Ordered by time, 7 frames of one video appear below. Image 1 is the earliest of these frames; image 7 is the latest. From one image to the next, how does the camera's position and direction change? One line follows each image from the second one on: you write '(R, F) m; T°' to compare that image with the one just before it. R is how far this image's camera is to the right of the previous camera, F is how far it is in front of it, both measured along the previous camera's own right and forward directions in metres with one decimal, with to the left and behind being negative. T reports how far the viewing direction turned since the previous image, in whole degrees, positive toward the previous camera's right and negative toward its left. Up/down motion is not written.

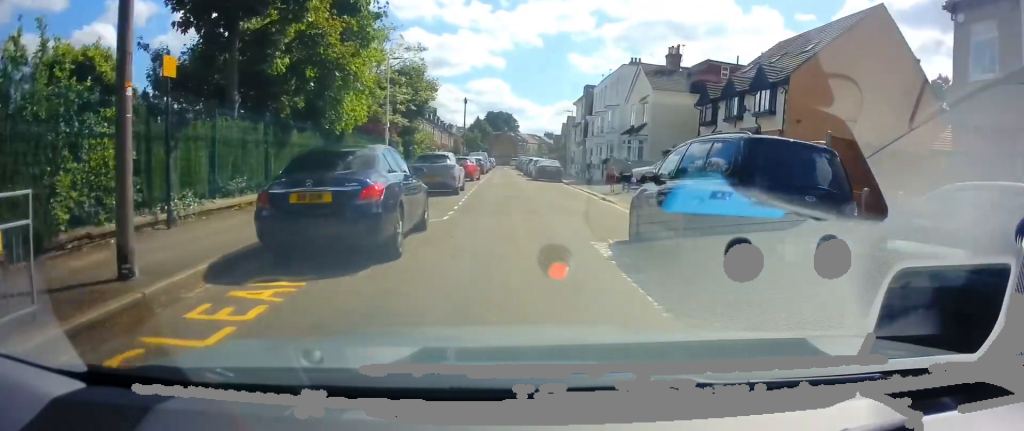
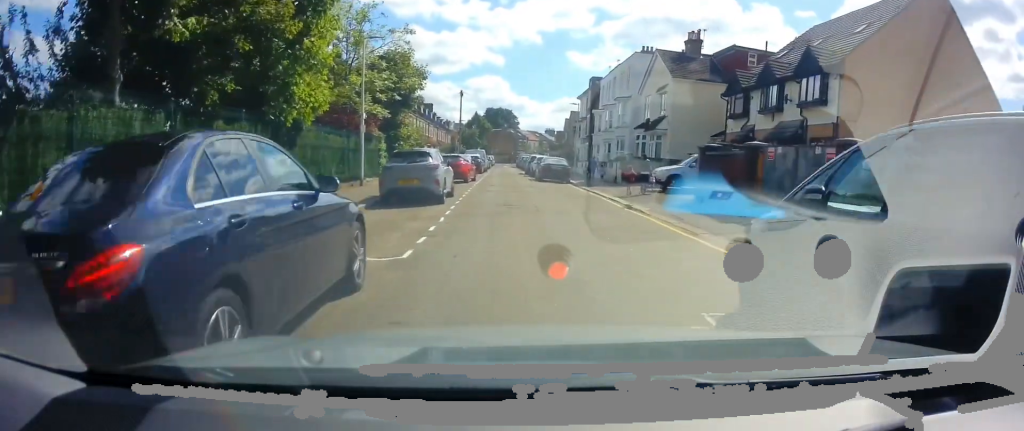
(0.0, +4.7) m; 0°
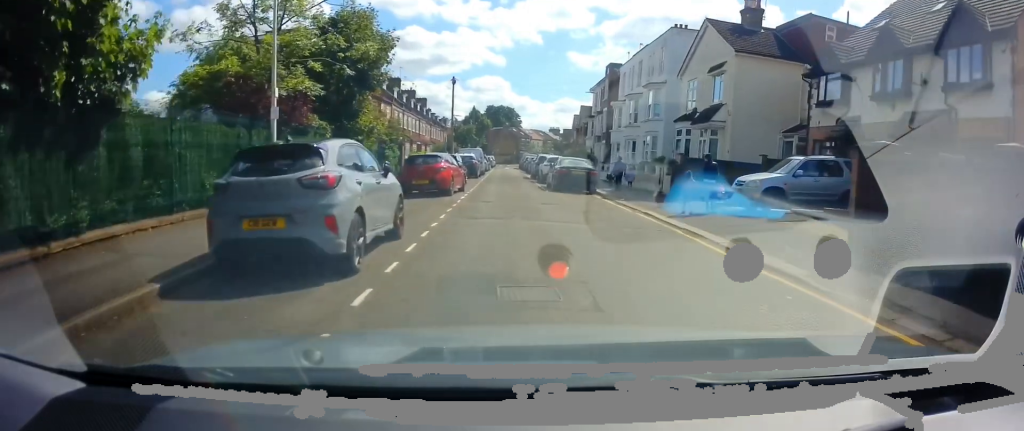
(0.0, +9.4) m; -1°
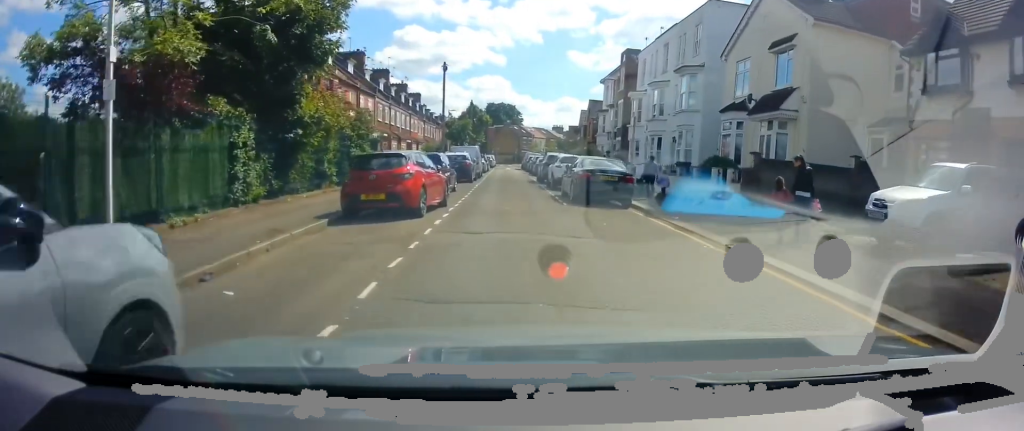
(-0.1, +6.6) m; +3°
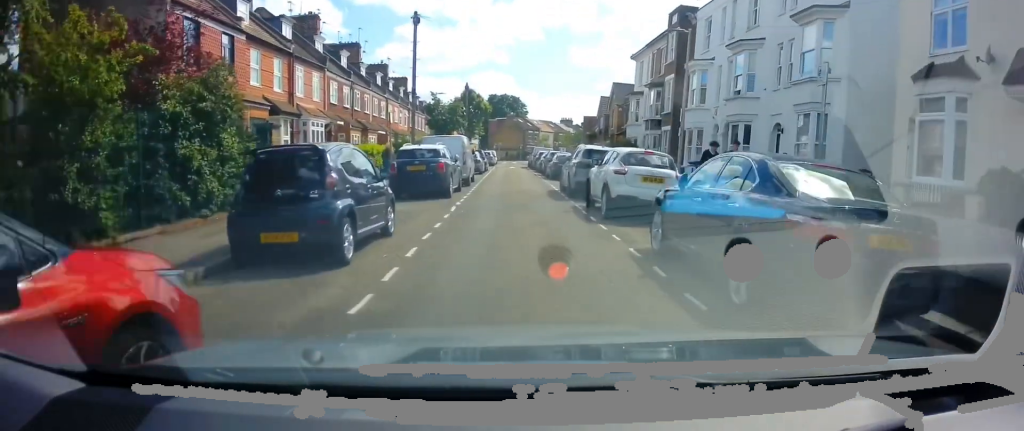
(-0.1, +12.7) m; -4°
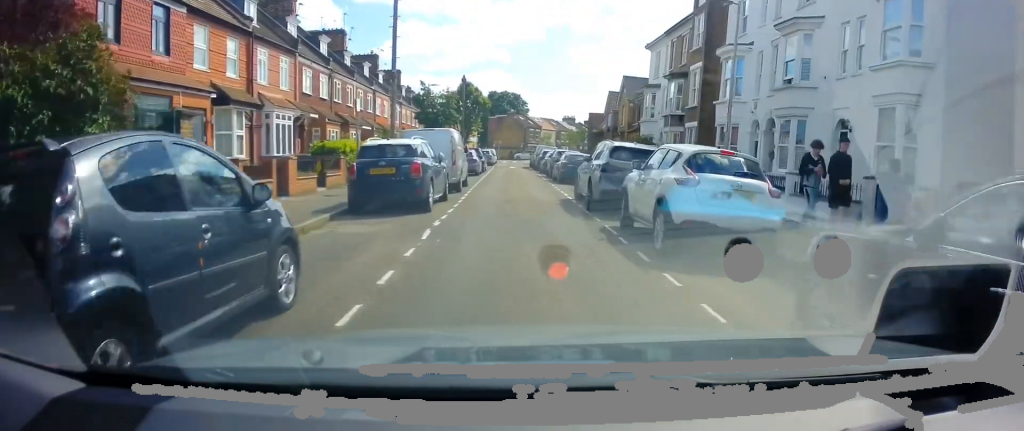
(0.0, +4.6) m; +1°
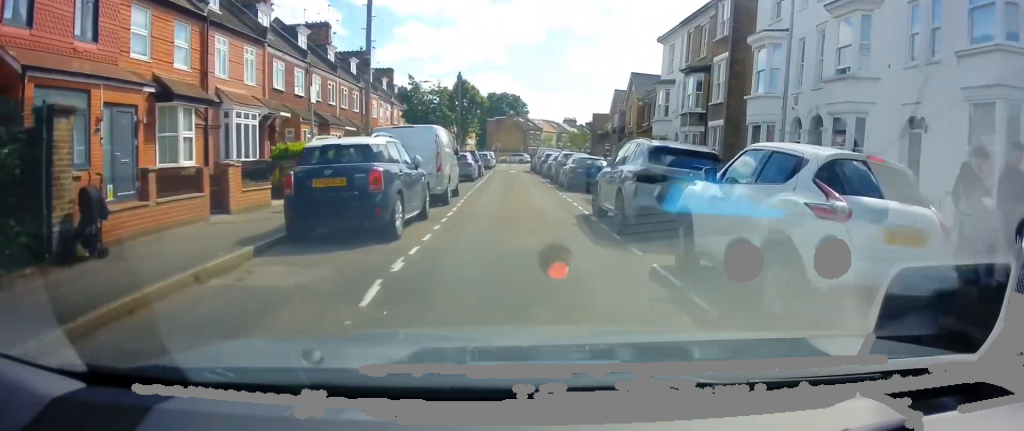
(0.0, +3.7) m; 0°
